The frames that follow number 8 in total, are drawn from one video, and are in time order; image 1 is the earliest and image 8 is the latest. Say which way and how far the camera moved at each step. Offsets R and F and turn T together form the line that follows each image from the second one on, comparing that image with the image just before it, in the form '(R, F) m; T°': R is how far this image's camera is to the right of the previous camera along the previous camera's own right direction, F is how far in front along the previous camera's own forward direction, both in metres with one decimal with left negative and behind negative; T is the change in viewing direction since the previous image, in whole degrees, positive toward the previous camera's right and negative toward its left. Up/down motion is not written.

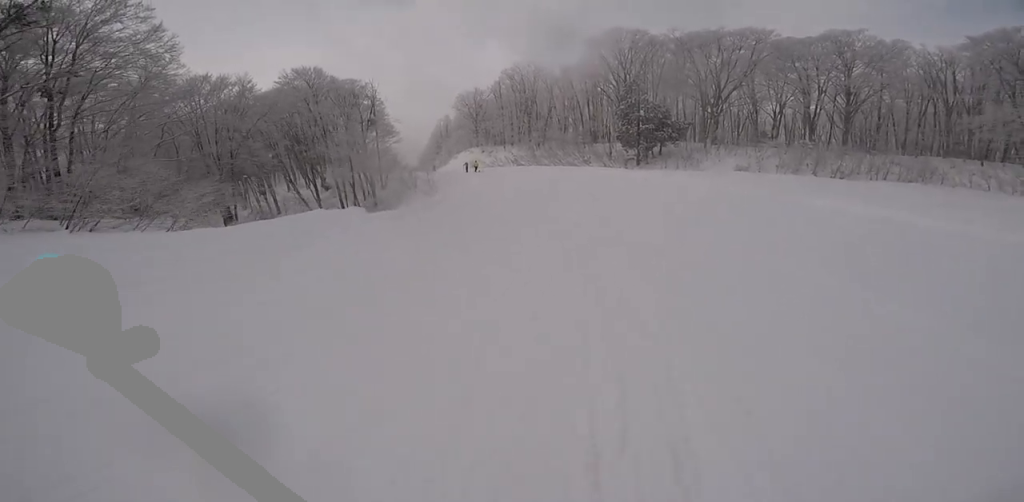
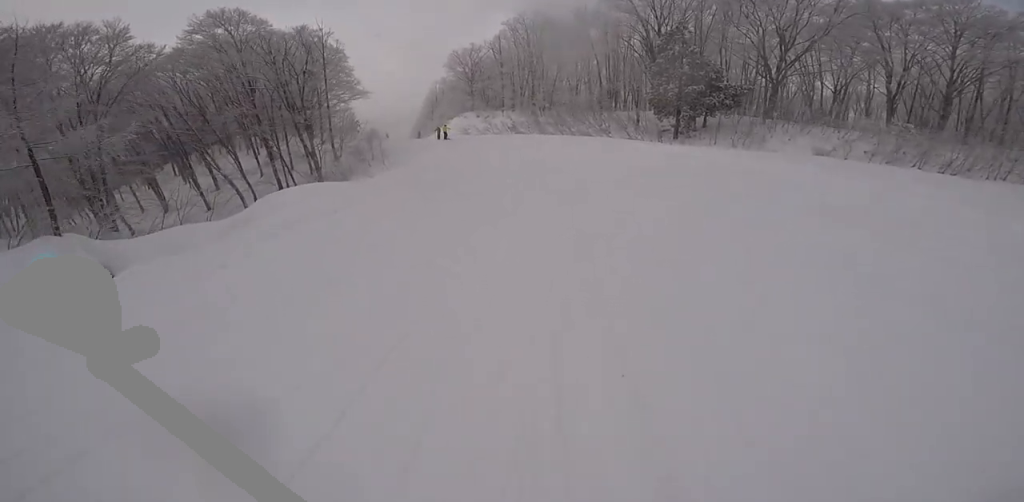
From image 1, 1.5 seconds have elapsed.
(-1.6, +12.7) m; -10°
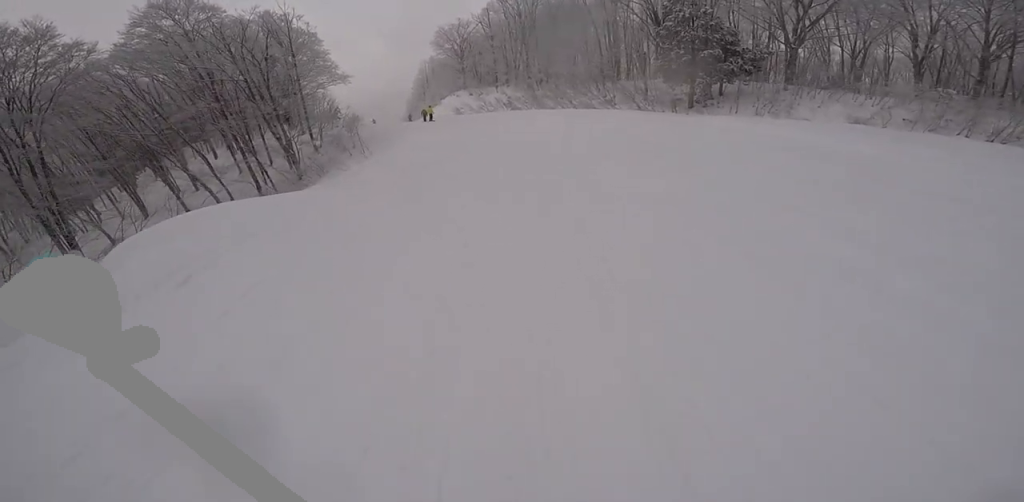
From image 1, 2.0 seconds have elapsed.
(-0.4, +3.7) m; -1°
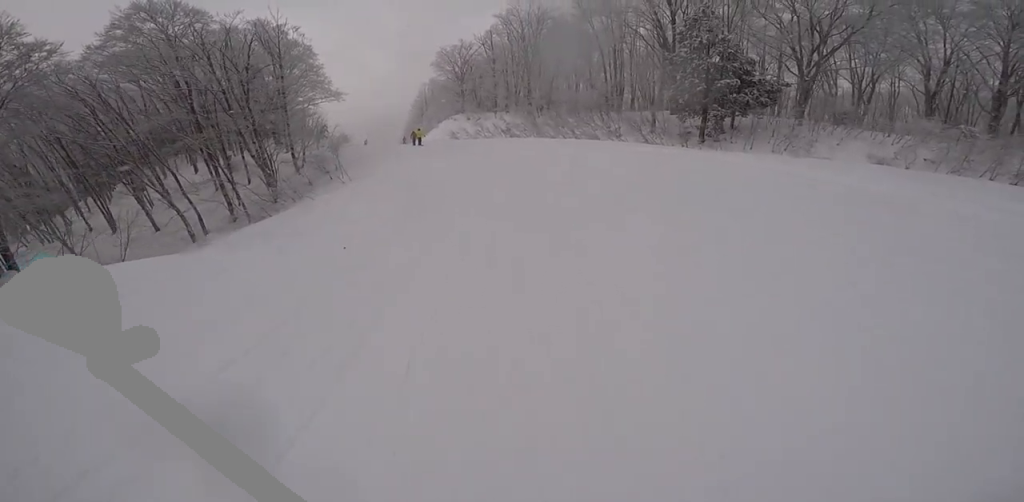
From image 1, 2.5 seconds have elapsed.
(+0.7, +3.2) m; -1°
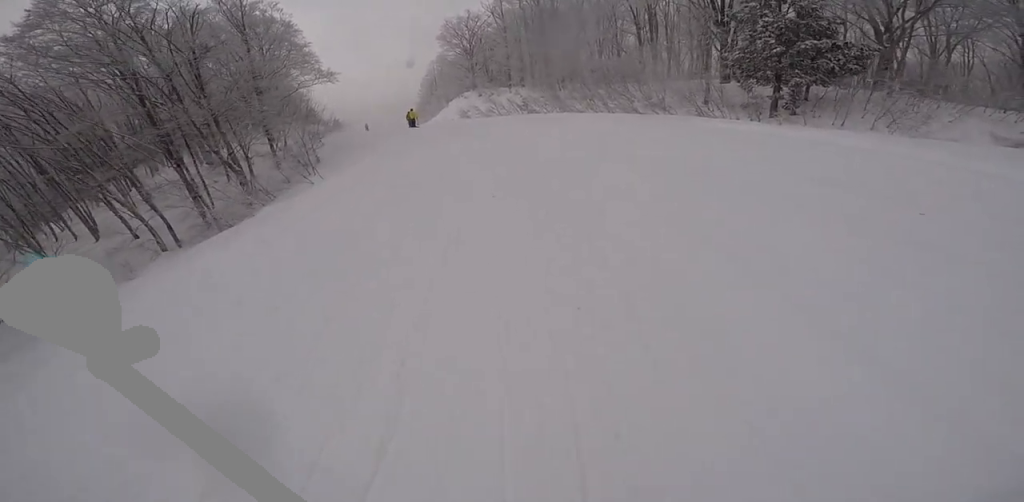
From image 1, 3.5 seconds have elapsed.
(-0.3, +6.2) m; -14°
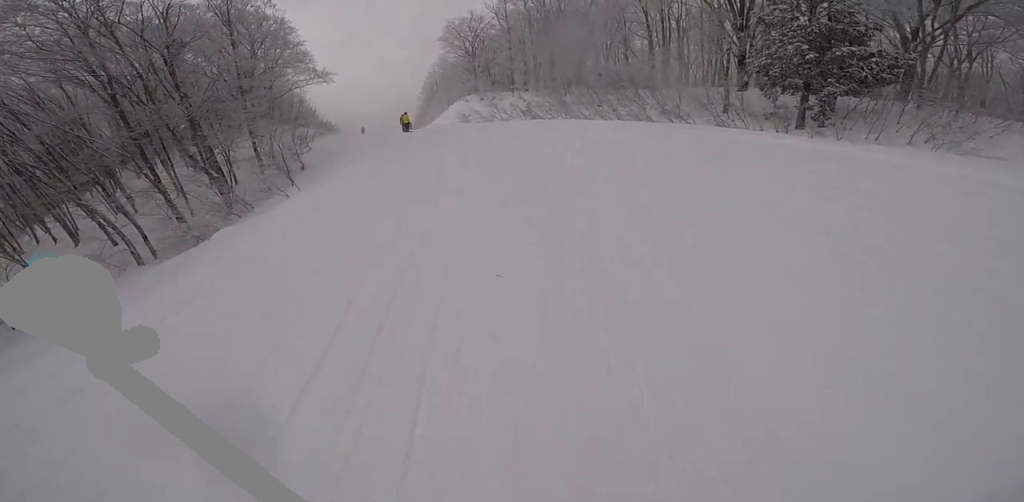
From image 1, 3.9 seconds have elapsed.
(-0.1, +2.5) m; -9°
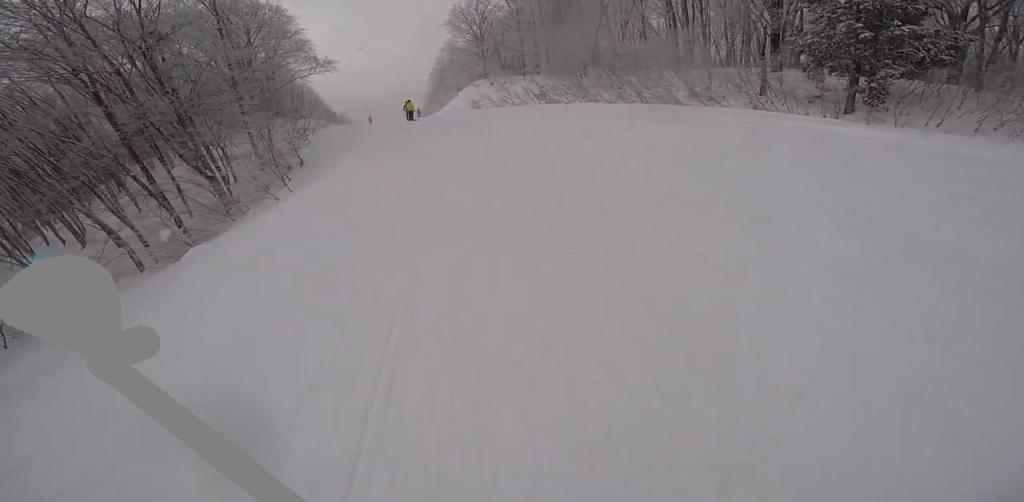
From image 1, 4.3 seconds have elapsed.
(-0.3, +1.9) m; +5°
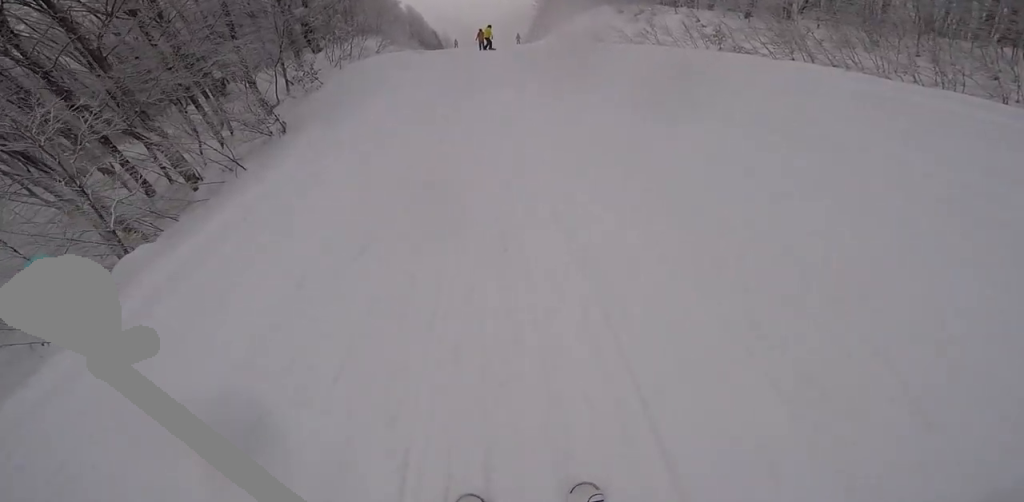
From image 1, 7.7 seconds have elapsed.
(+1.0, +11.0) m; +7°
